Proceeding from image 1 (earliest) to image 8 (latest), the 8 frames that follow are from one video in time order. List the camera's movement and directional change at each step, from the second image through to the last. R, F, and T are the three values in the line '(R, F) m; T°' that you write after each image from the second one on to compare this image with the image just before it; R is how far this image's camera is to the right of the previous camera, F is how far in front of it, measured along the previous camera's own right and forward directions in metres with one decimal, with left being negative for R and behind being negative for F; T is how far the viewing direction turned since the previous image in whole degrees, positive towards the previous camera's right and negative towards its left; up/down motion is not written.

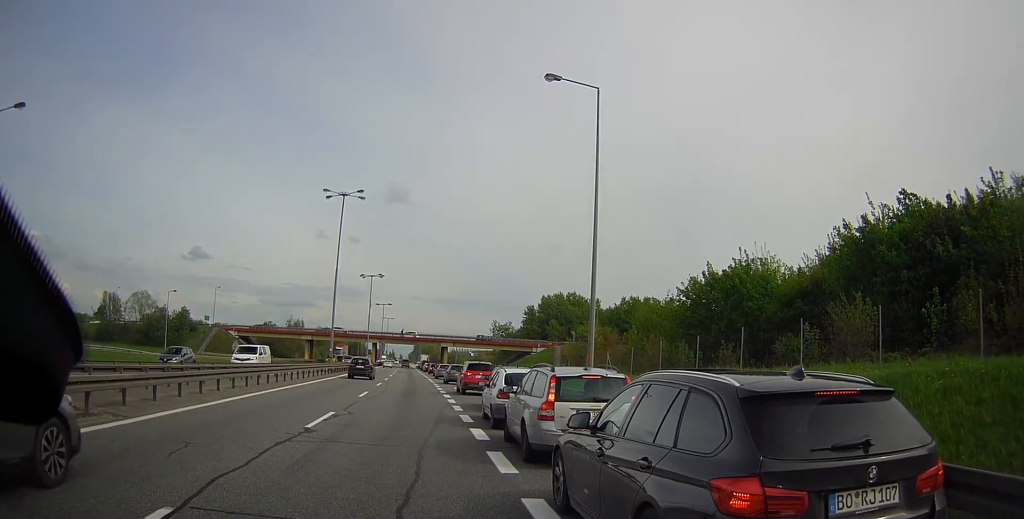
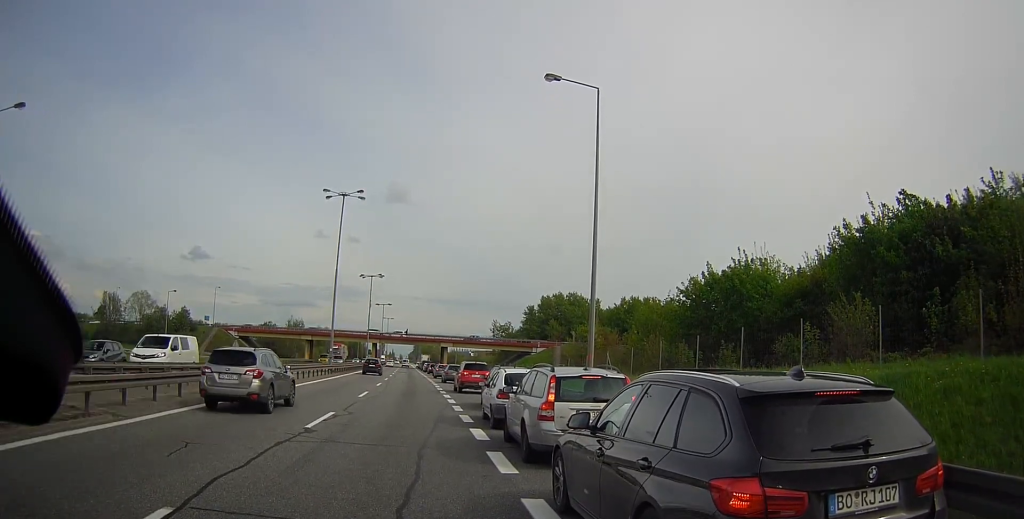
(0.0, +0.1) m; 0°
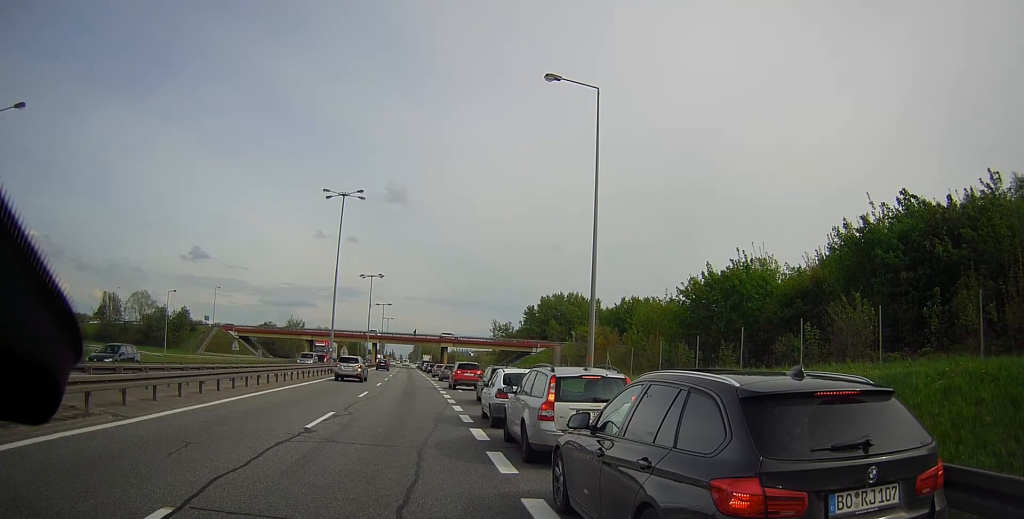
(0.0, +0.2) m; 0°
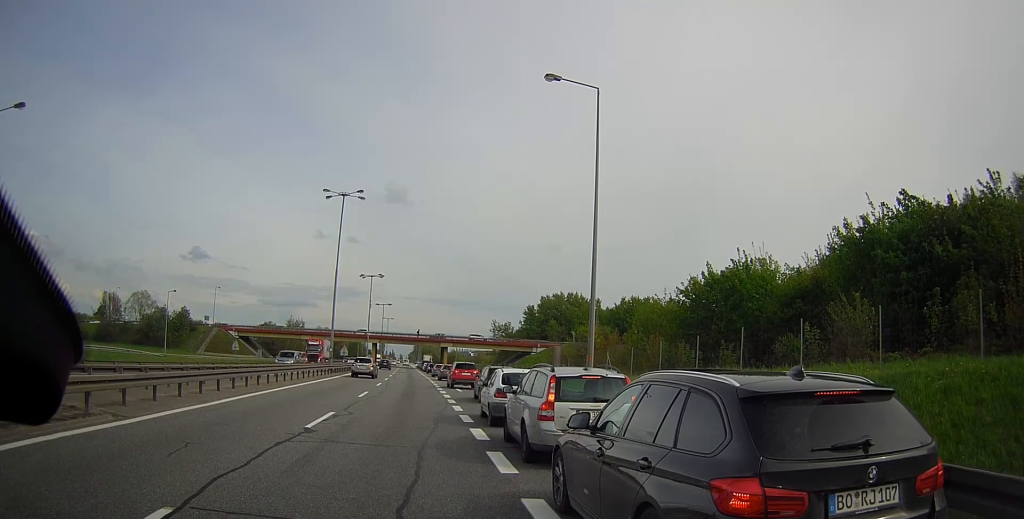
(0.0, 0.0) m; 0°
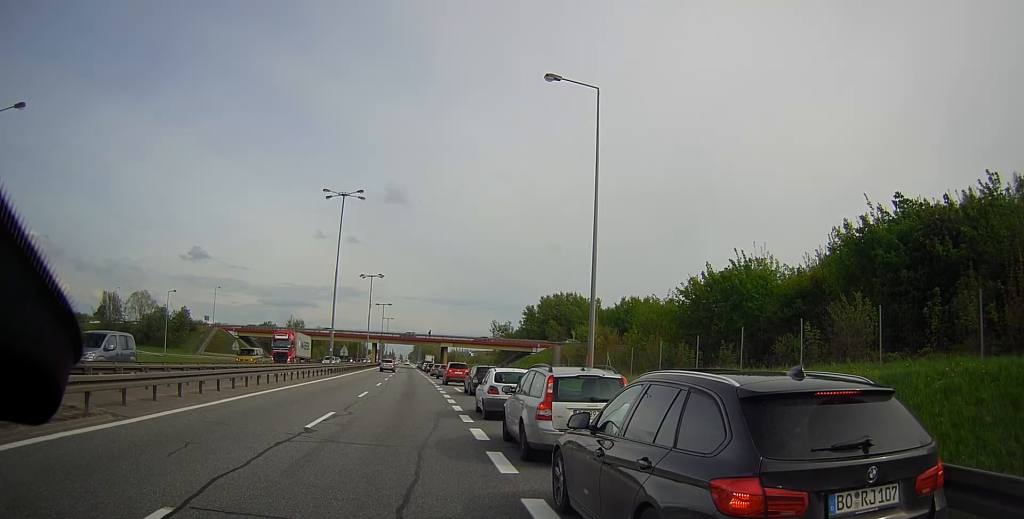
(0.0, 0.0) m; 0°
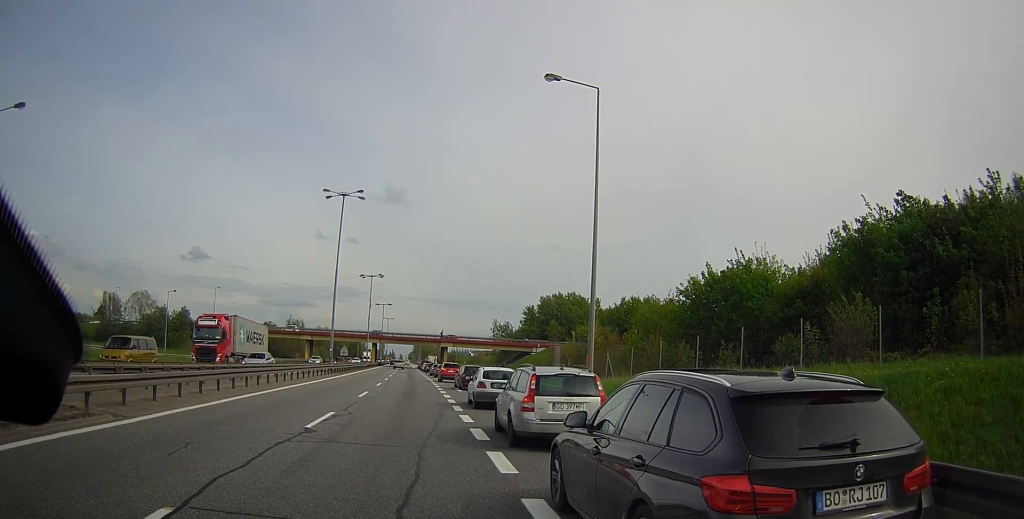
(0.0, 0.0) m; 0°
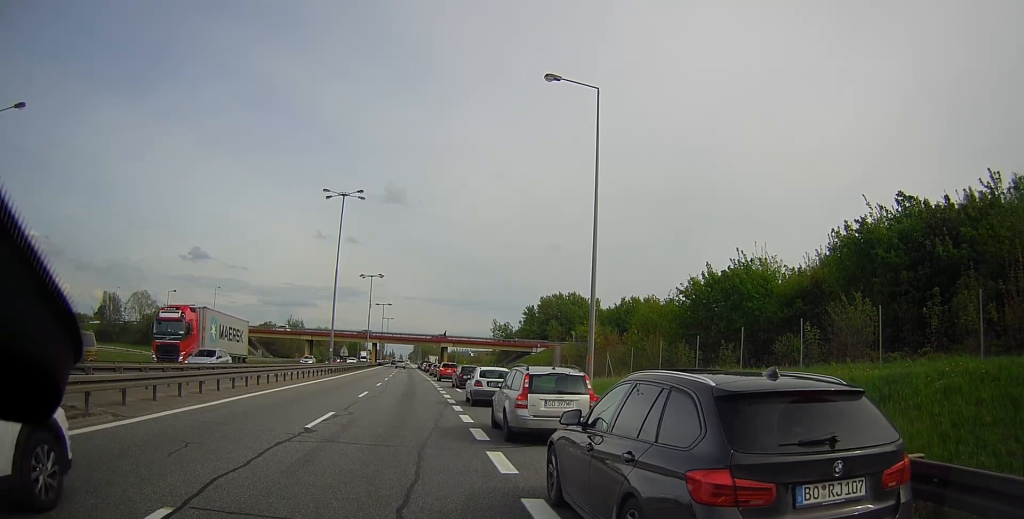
(0.0, 0.0) m; 0°
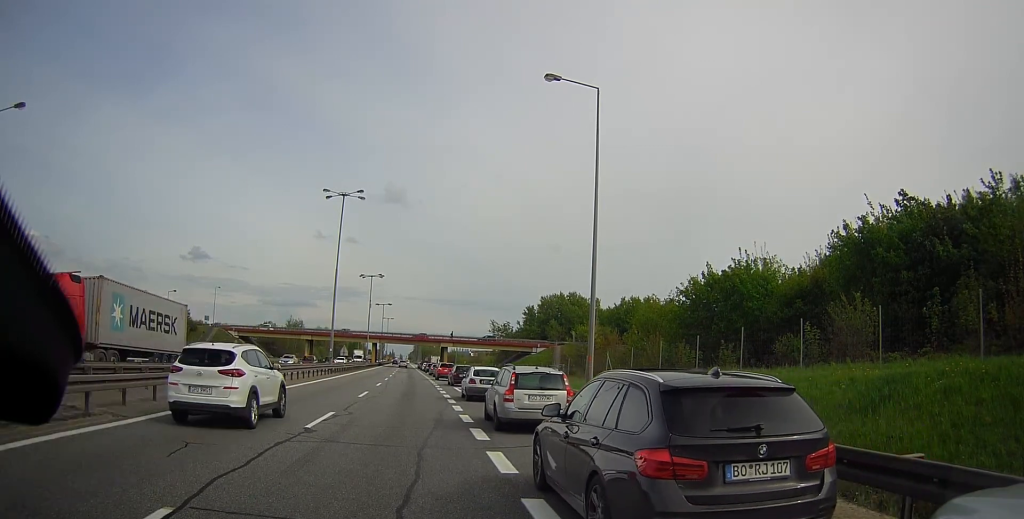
(0.0, 0.0) m; 0°
